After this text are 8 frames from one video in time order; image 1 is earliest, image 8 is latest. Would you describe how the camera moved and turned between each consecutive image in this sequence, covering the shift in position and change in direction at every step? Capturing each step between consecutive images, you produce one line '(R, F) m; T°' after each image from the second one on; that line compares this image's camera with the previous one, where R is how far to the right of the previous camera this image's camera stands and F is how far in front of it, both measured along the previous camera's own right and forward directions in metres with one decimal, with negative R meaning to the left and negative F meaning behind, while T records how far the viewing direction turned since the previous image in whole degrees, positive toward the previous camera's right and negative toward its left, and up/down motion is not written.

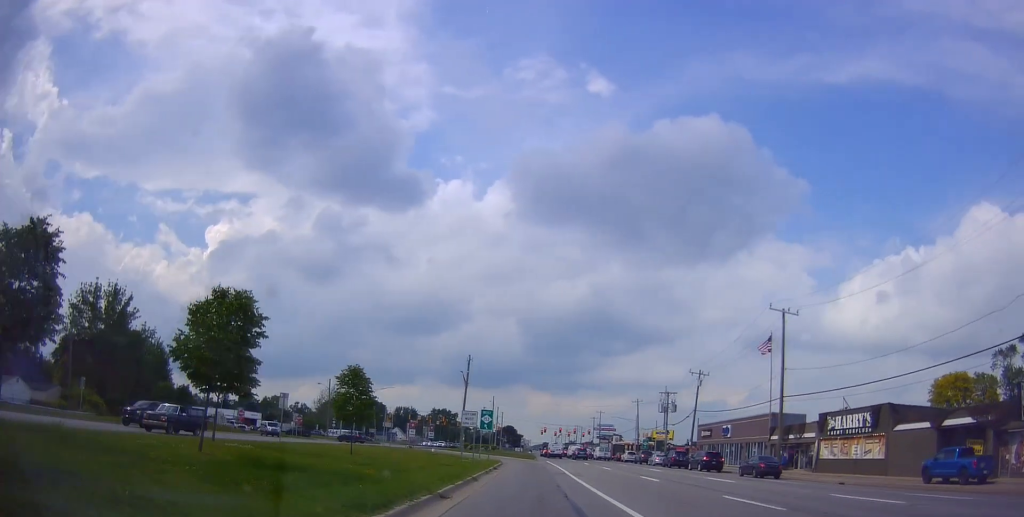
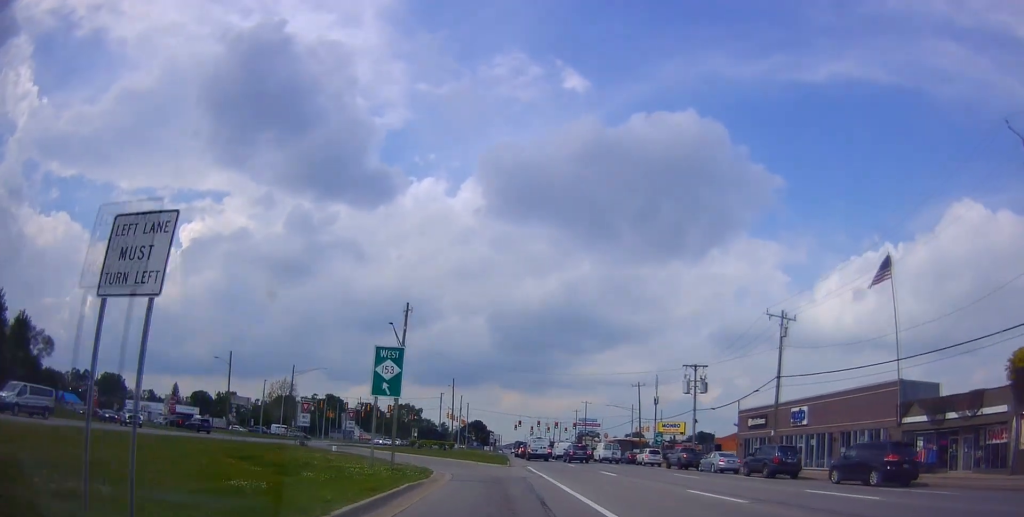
(+1.9, +31.9) m; +4°
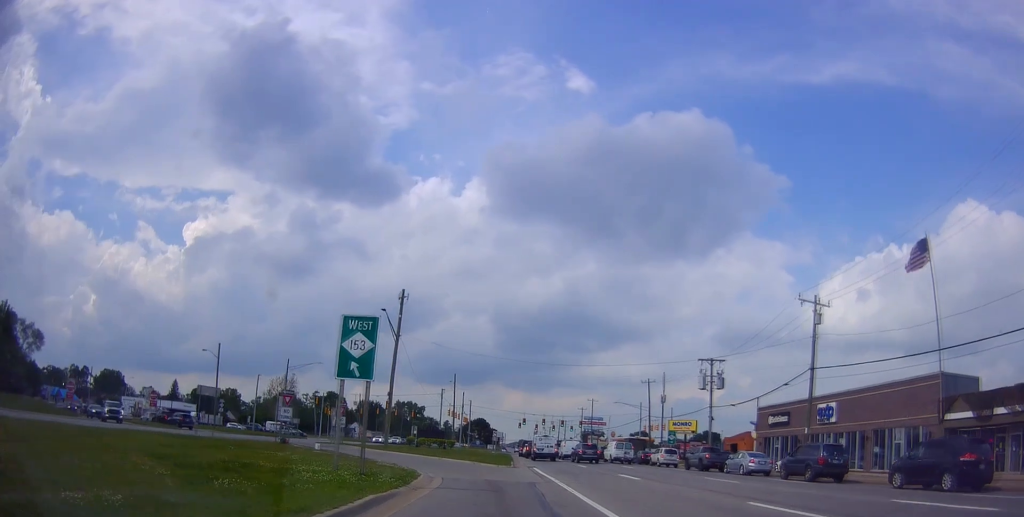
(+0.1, +5.0) m; -2°
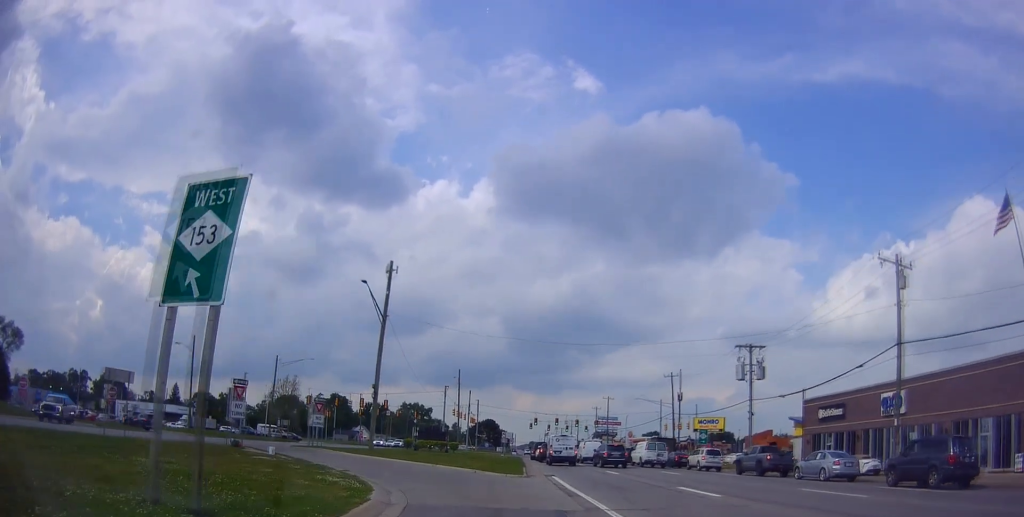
(-0.4, +9.7) m; -2°
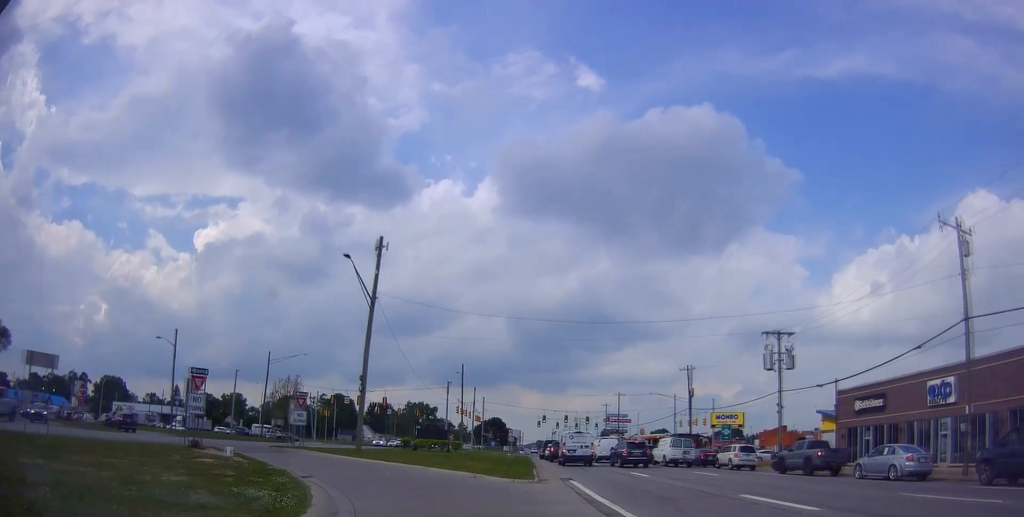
(-0.3, +5.8) m; 0°
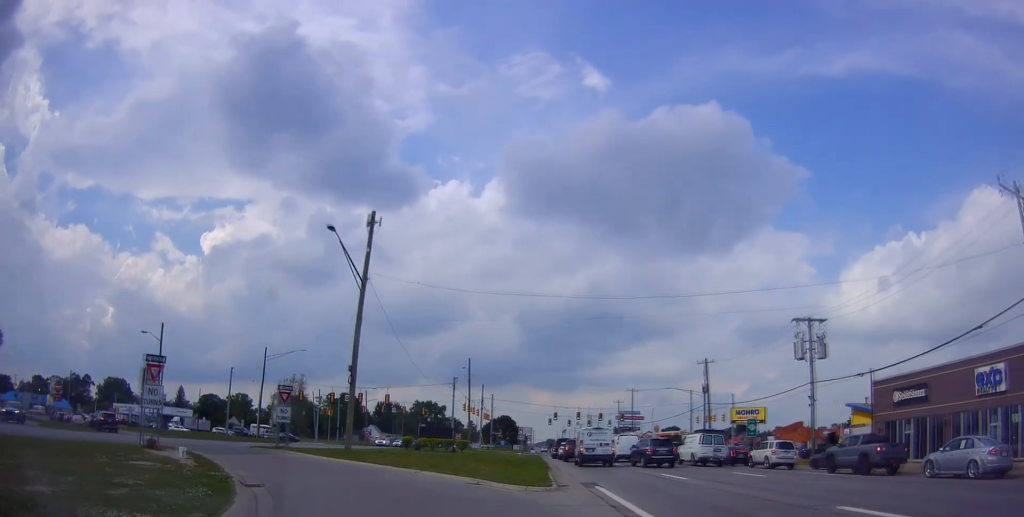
(+0.3, +4.7) m; -1°
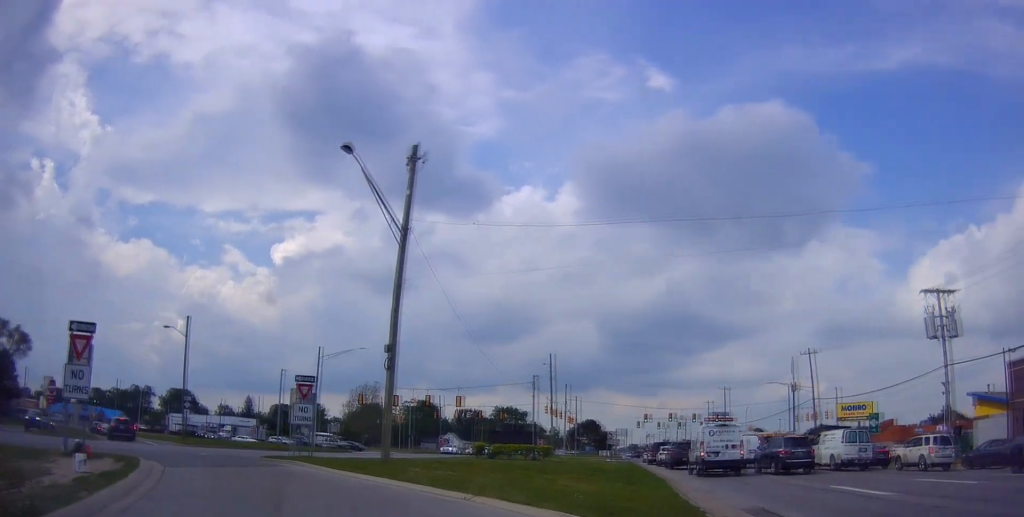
(-0.3, +9.4) m; -6°
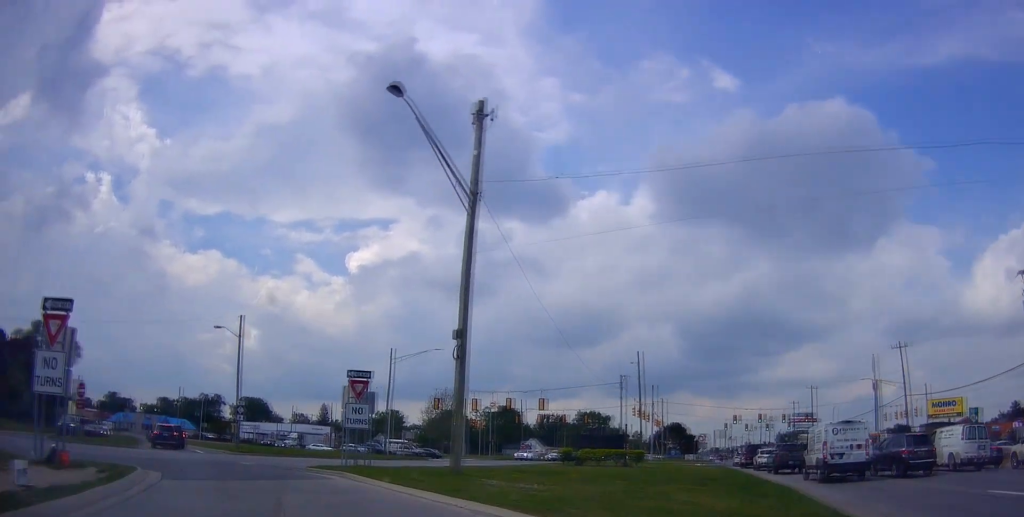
(-0.2, +4.9) m; -5°
